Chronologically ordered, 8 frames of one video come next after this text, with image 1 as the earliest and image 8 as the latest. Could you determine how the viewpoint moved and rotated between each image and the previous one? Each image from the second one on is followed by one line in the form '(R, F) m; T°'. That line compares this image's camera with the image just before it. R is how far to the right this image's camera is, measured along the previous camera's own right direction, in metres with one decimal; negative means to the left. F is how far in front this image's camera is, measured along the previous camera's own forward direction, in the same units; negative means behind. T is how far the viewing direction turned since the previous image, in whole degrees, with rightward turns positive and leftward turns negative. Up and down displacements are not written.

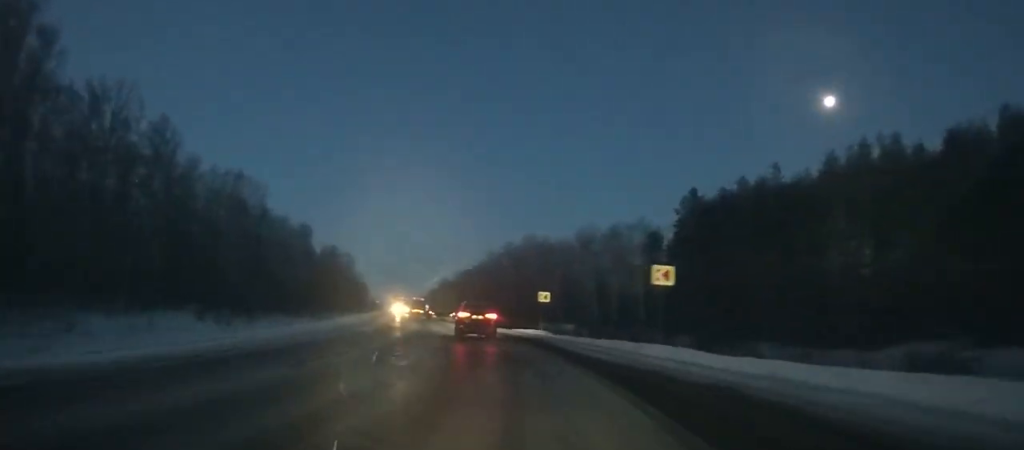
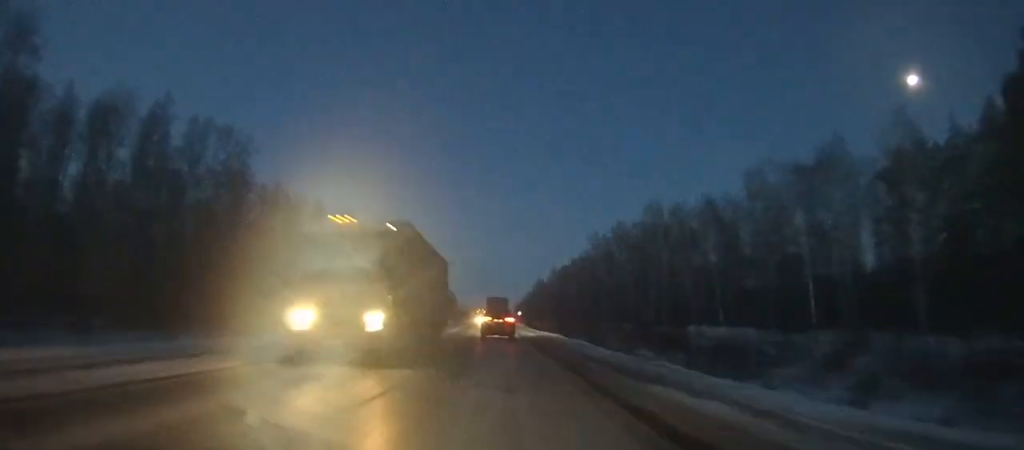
(-9.3, +52.4) m; -13°
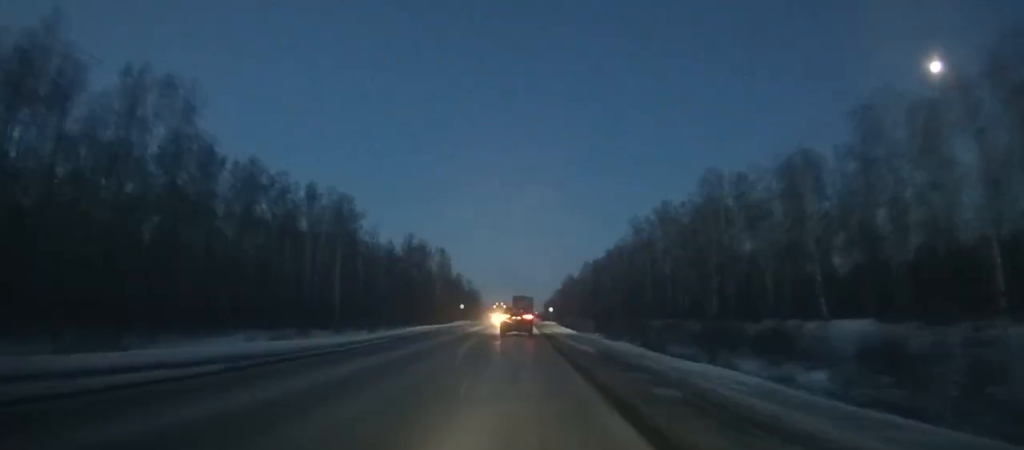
(-0.8, +22.6) m; -2°
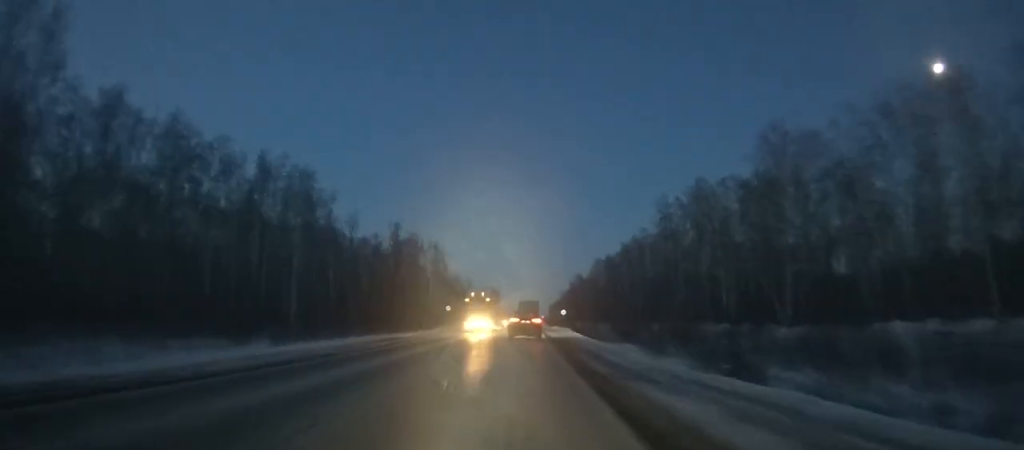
(-0.4, +24.9) m; -1°
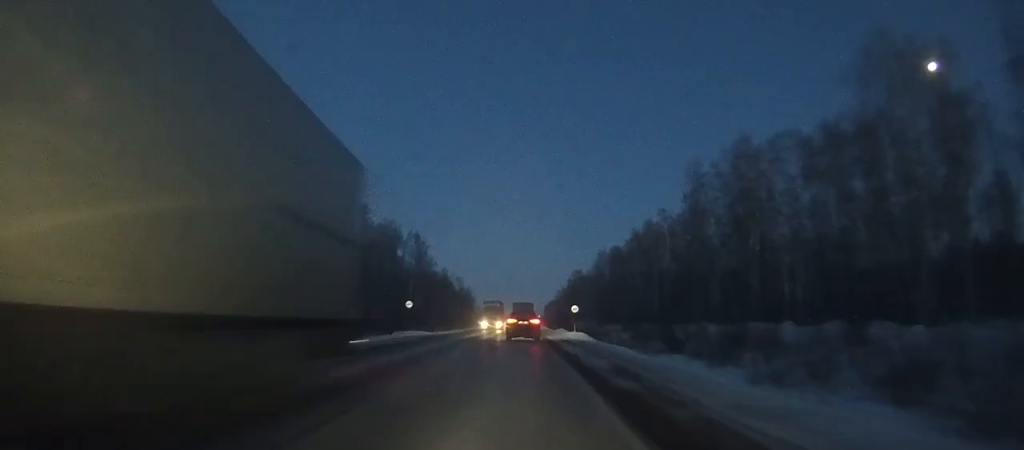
(-0.2, +25.8) m; -1°
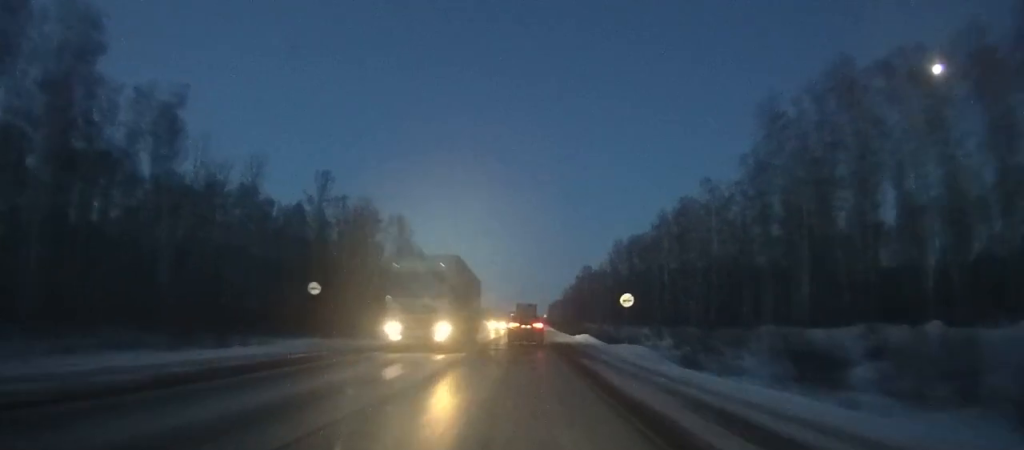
(-0.1, +28.3) m; 0°
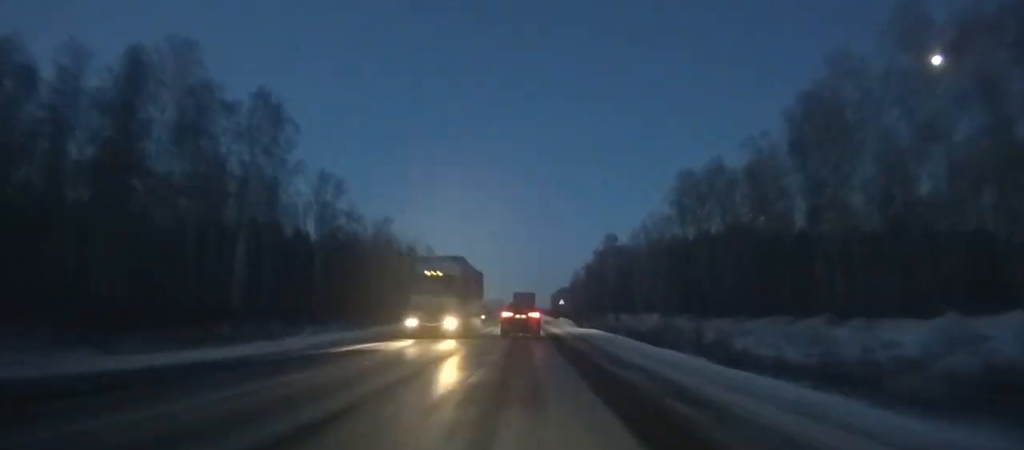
(-0.7, +75.6) m; 0°
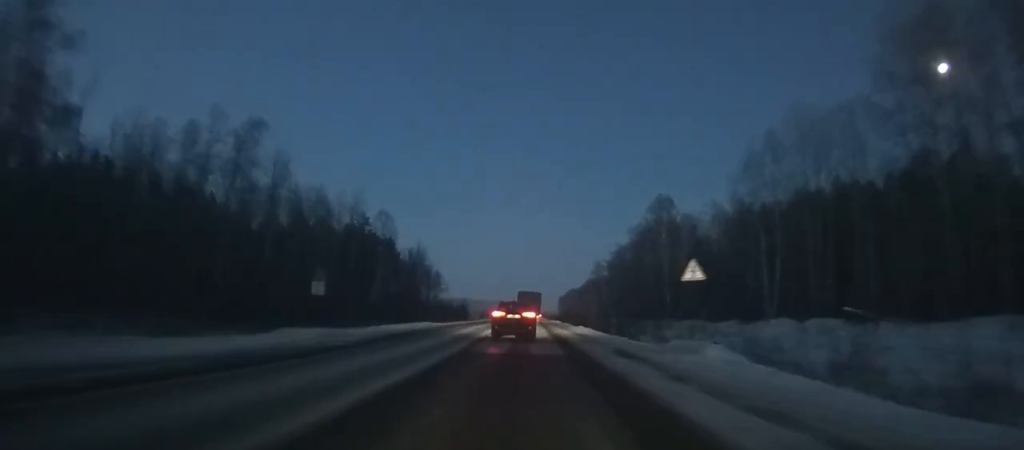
(+0.3, +69.7) m; +1°
